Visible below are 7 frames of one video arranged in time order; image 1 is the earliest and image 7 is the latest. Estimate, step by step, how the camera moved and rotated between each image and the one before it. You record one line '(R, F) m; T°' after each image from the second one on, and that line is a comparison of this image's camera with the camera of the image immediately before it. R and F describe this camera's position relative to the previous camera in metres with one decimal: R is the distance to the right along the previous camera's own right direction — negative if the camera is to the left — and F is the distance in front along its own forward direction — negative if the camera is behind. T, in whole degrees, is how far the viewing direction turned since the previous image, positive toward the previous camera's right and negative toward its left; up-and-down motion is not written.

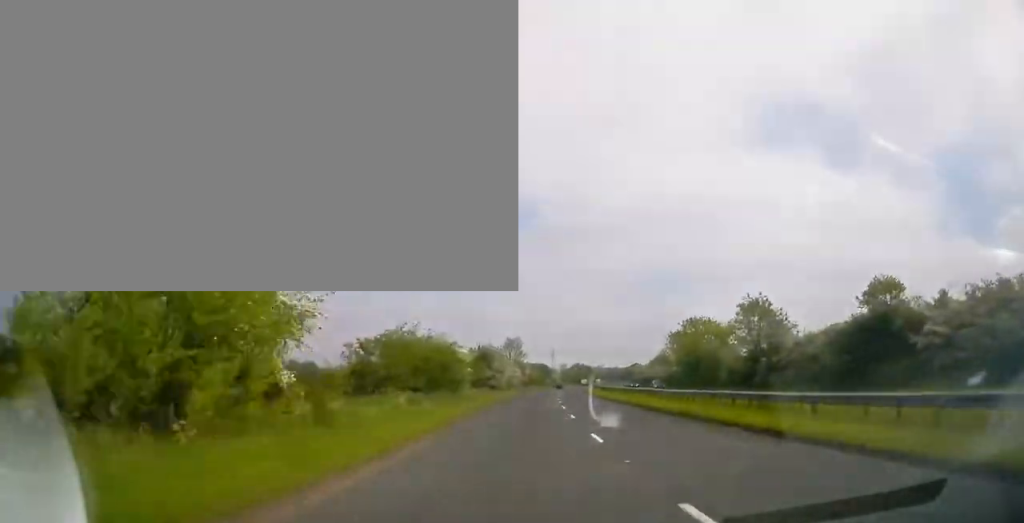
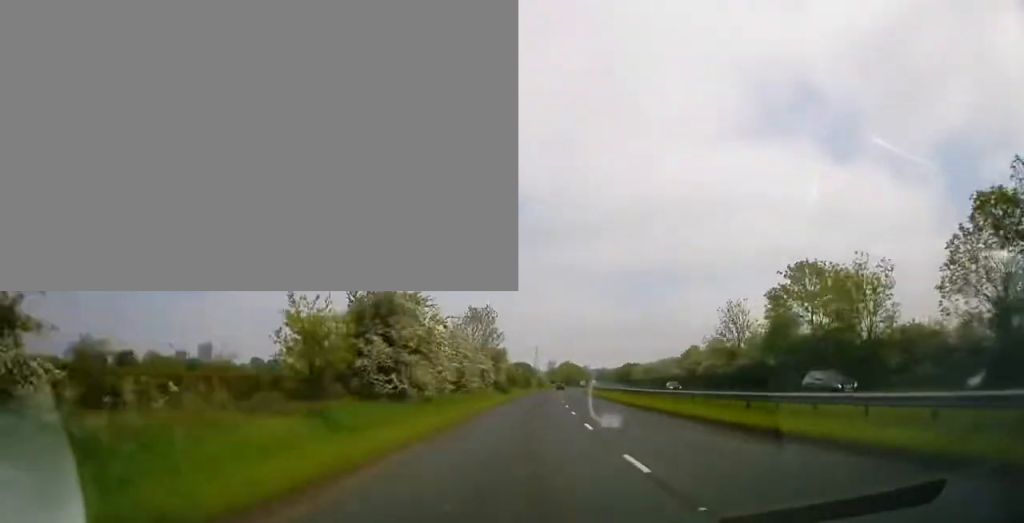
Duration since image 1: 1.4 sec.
(+0.9, +39.6) m; +2°
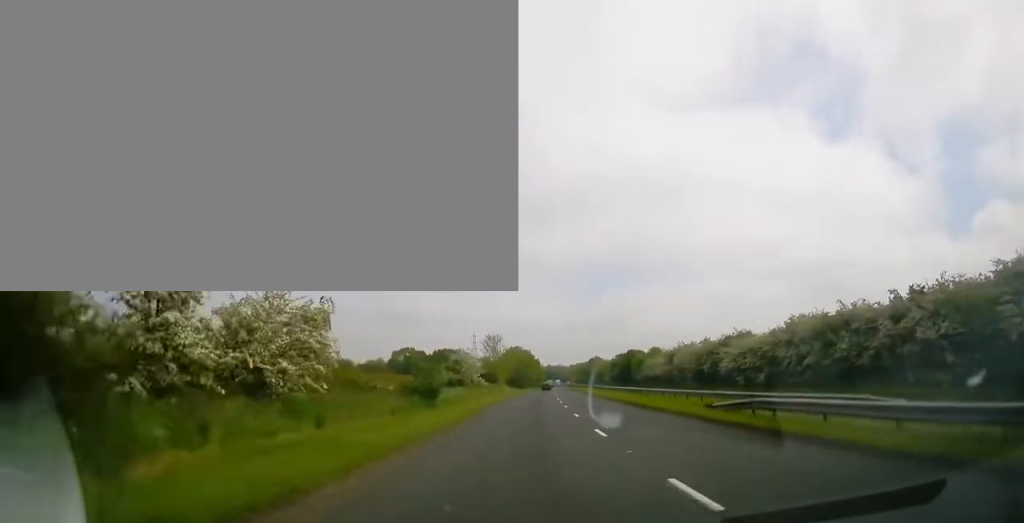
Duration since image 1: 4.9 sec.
(+4.1, +100.1) m; +5°
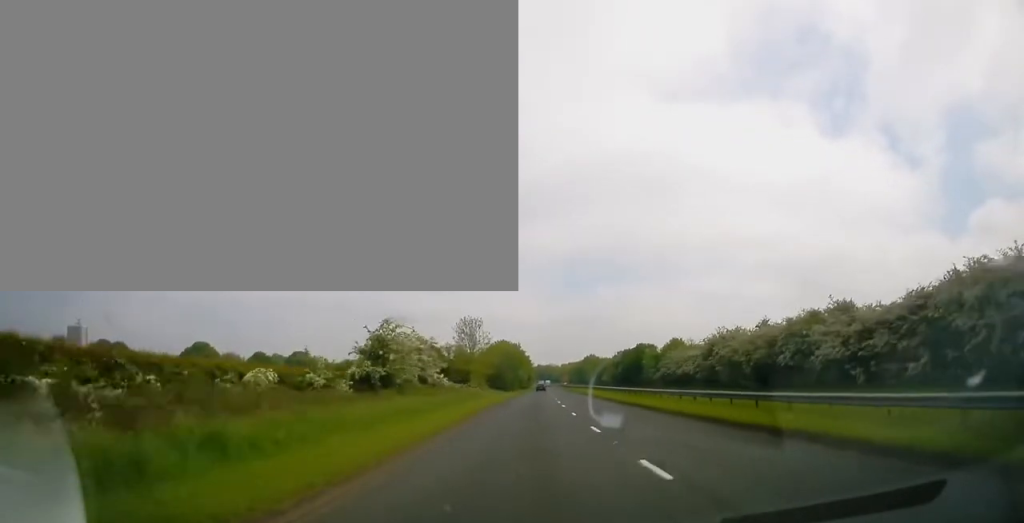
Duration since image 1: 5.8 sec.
(0.0, +24.4) m; +1°
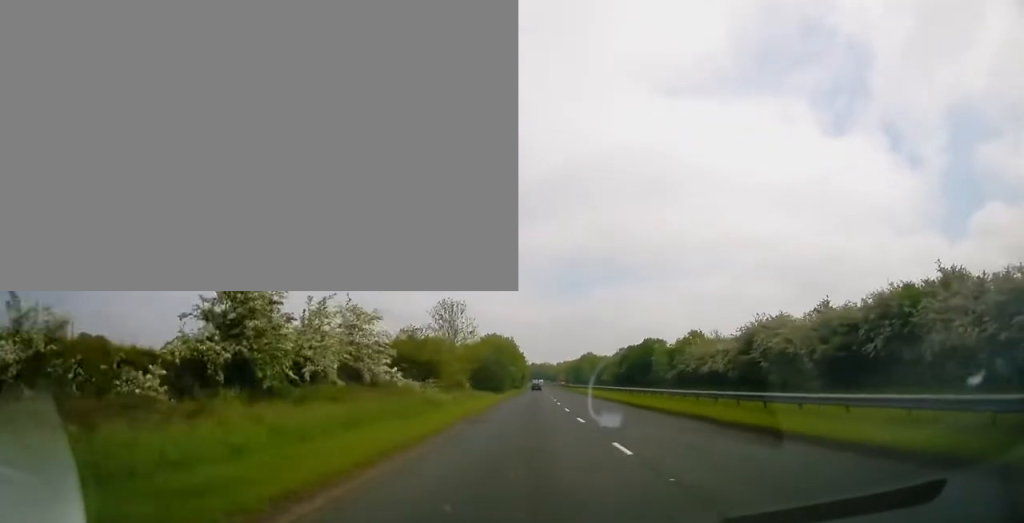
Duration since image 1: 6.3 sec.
(+0.1, +13.9) m; +1°
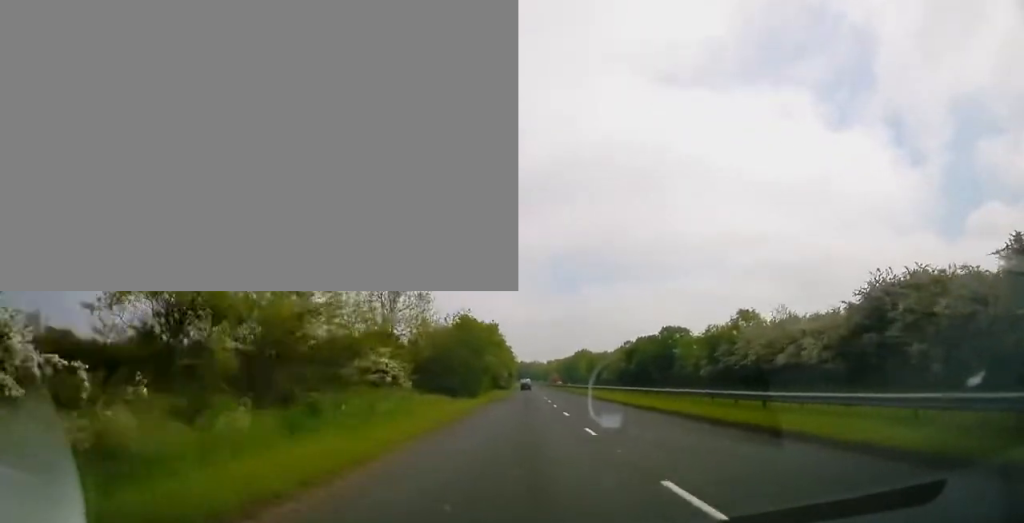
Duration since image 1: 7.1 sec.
(+0.2, +22.9) m; +1°
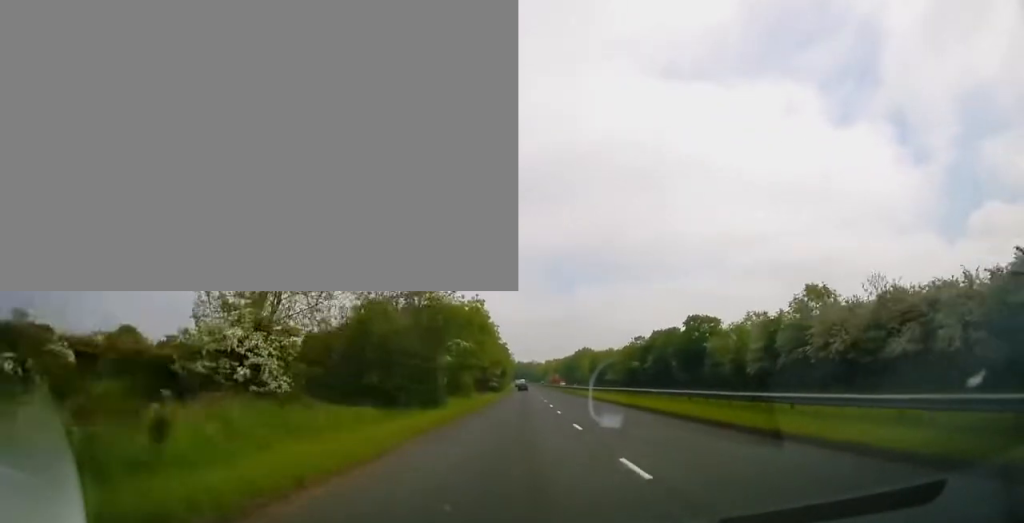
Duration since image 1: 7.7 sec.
(+0.3, +15.4) m; 0°
